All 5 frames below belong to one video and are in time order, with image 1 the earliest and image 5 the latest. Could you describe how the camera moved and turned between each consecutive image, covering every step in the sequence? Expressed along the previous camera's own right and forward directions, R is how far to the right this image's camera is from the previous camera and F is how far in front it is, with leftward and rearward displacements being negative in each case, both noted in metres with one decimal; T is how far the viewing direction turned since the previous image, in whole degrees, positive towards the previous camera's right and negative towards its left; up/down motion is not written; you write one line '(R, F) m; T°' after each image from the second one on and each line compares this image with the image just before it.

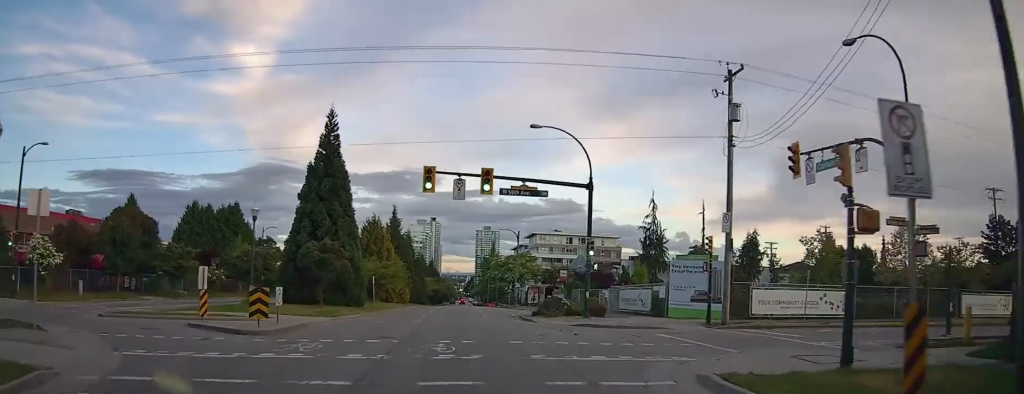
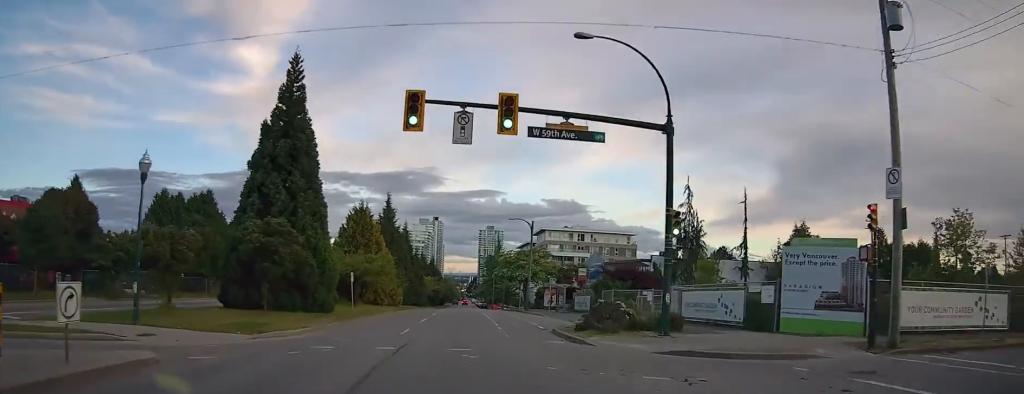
(+0.2, +11.3) m; +1°
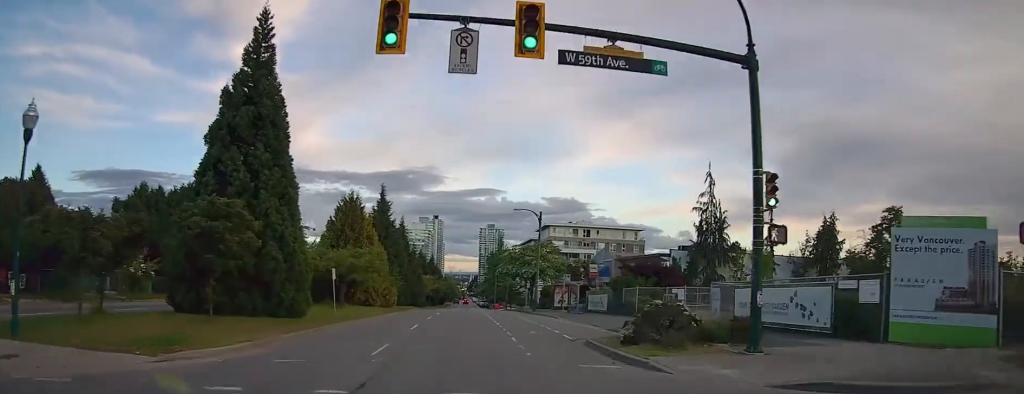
(+0.2, +5.9) m; 0°
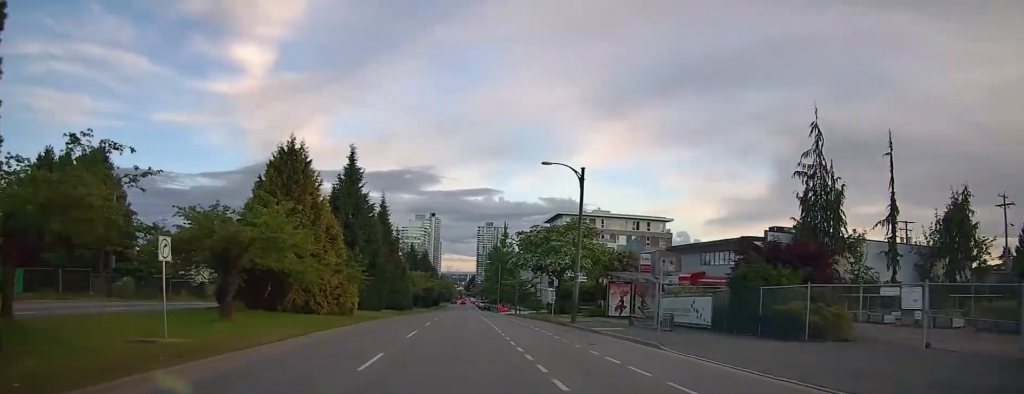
(-0.5, +19.9) m; -2°
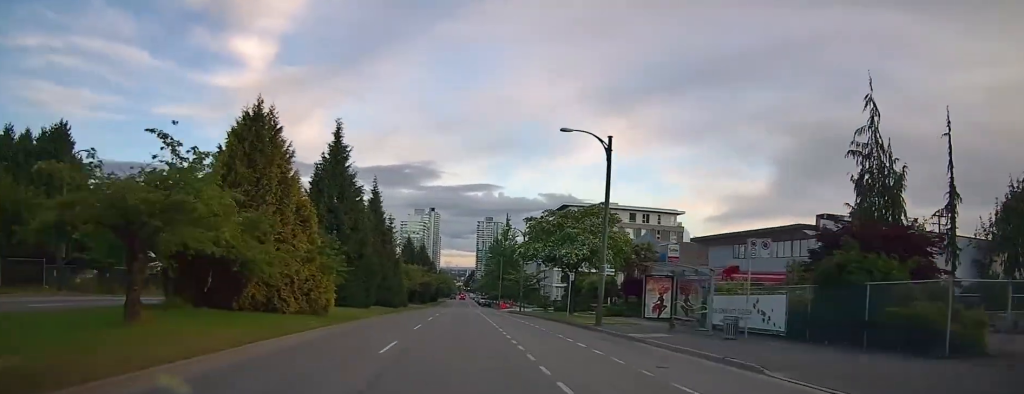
(0.0, +6.5) m; 0°
